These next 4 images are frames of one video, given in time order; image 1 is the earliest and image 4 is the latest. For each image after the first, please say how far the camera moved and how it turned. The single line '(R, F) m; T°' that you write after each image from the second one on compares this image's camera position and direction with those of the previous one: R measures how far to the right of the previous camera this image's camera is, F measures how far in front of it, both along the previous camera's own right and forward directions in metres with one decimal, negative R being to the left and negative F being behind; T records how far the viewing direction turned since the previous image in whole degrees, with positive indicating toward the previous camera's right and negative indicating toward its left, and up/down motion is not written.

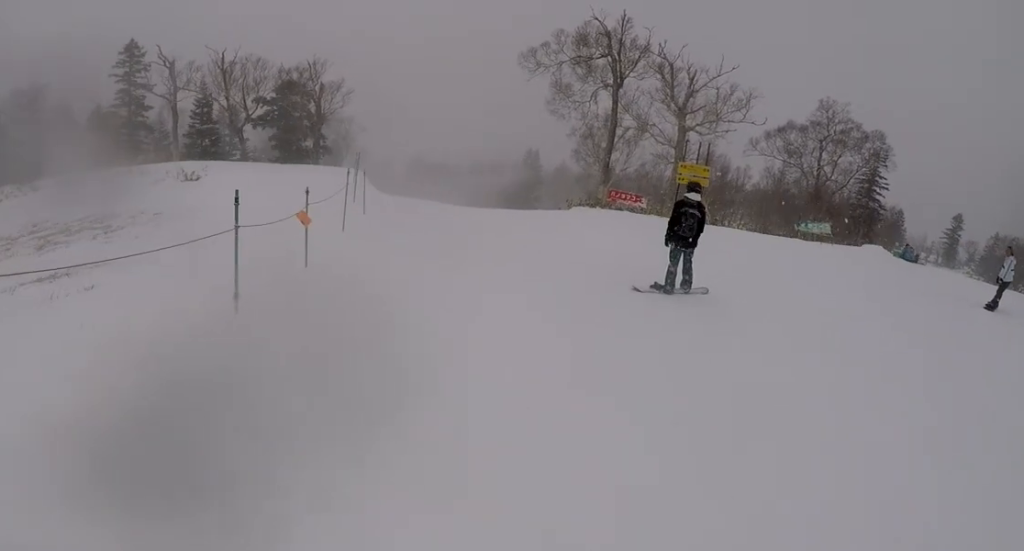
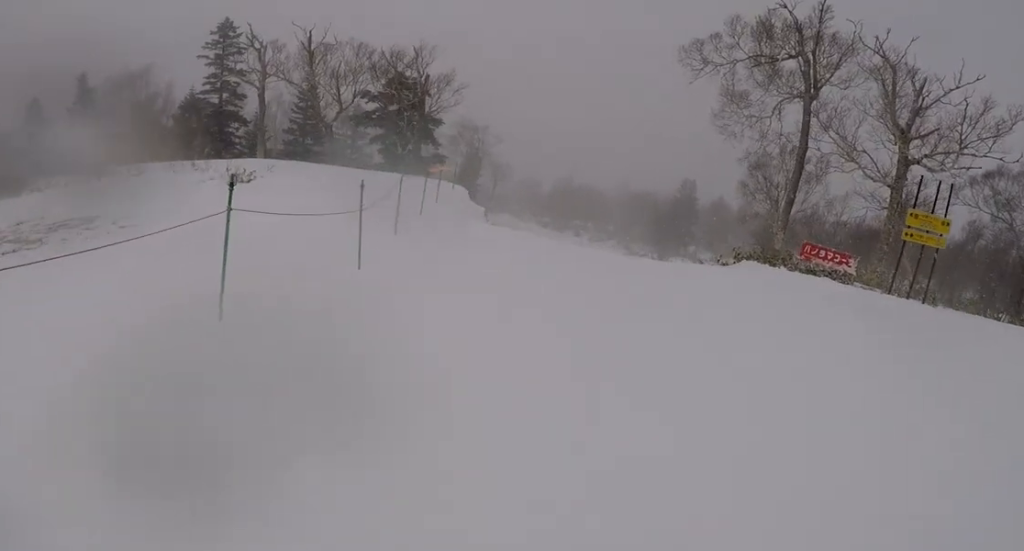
(+0.2, +8.1) m; -5°
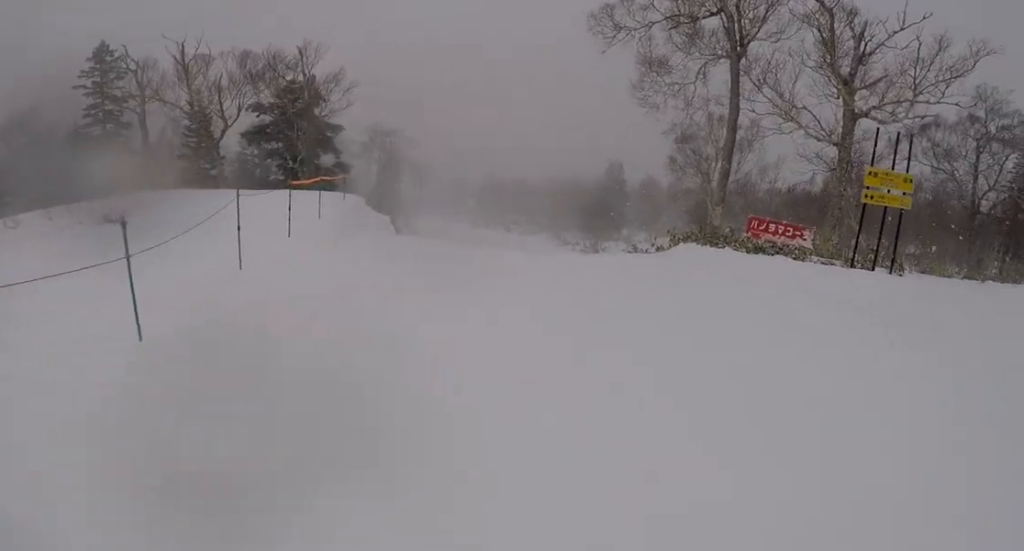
(-0.2, +2.9) m; 0°
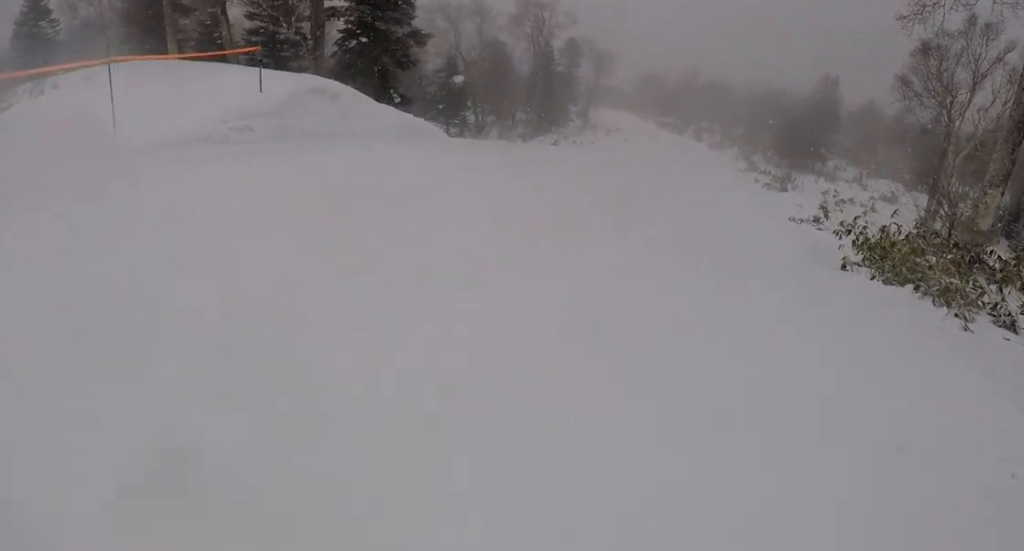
(+0.8, +11.8) m; -18°
